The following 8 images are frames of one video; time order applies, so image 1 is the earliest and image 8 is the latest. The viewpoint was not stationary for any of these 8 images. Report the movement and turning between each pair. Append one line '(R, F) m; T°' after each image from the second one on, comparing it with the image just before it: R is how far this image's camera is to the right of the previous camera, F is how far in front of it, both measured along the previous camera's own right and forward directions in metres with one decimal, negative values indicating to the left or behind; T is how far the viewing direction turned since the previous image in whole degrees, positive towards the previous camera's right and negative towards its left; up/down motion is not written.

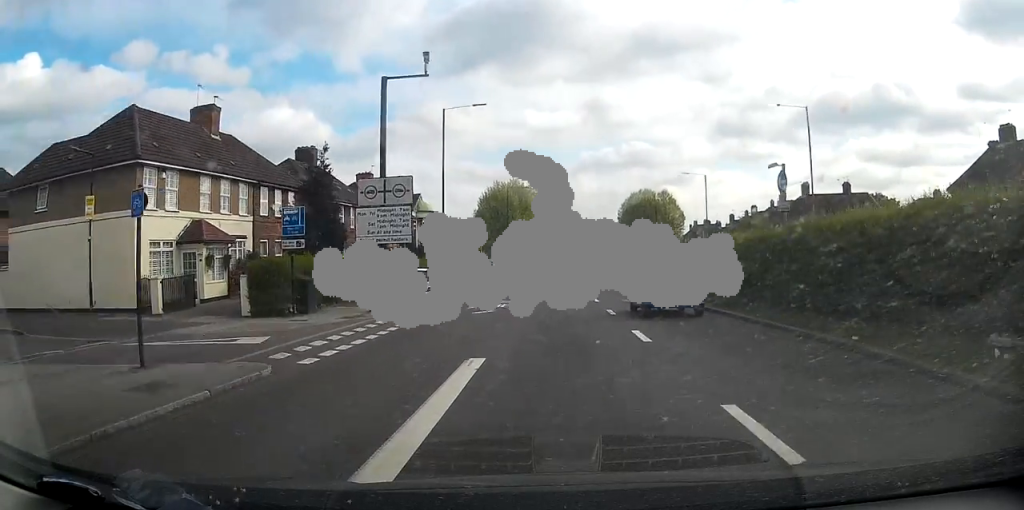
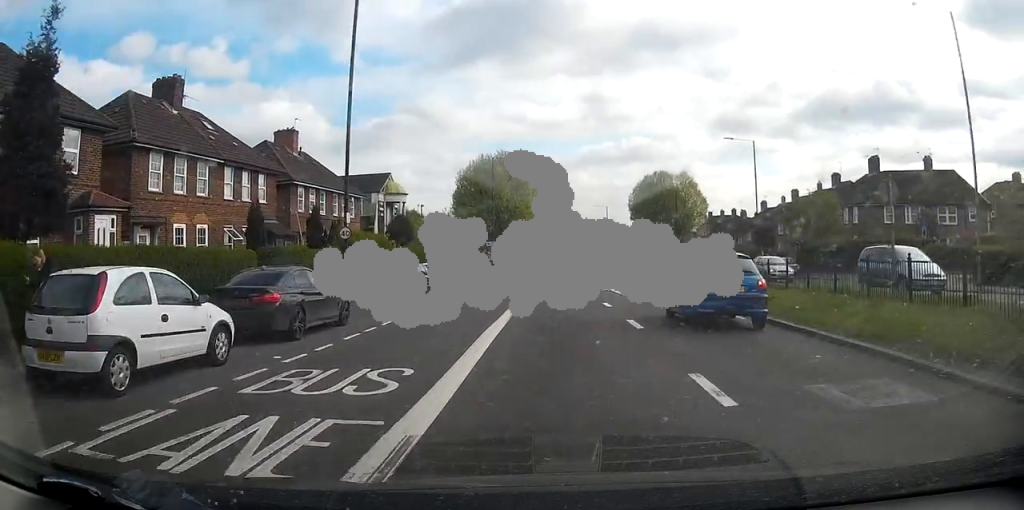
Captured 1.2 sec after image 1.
(-0.2, +18.2) m; 0°
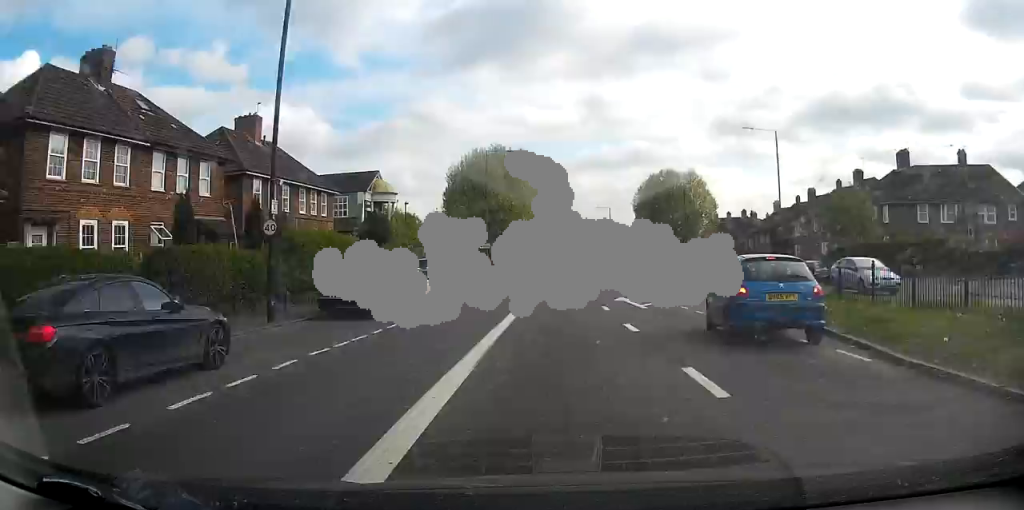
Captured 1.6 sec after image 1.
(0.0, +5.9) m; 0°
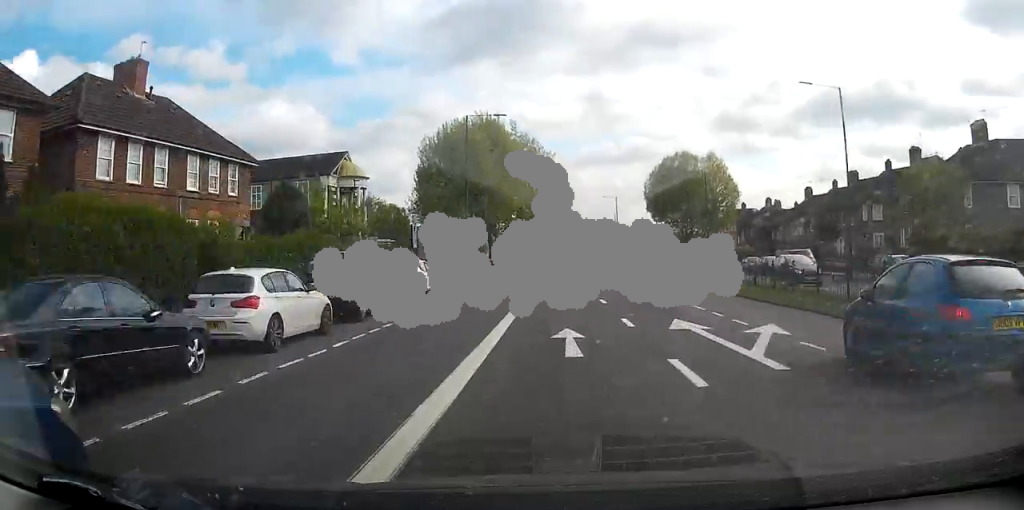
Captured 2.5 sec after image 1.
(0.0, +12.6) m; 0°
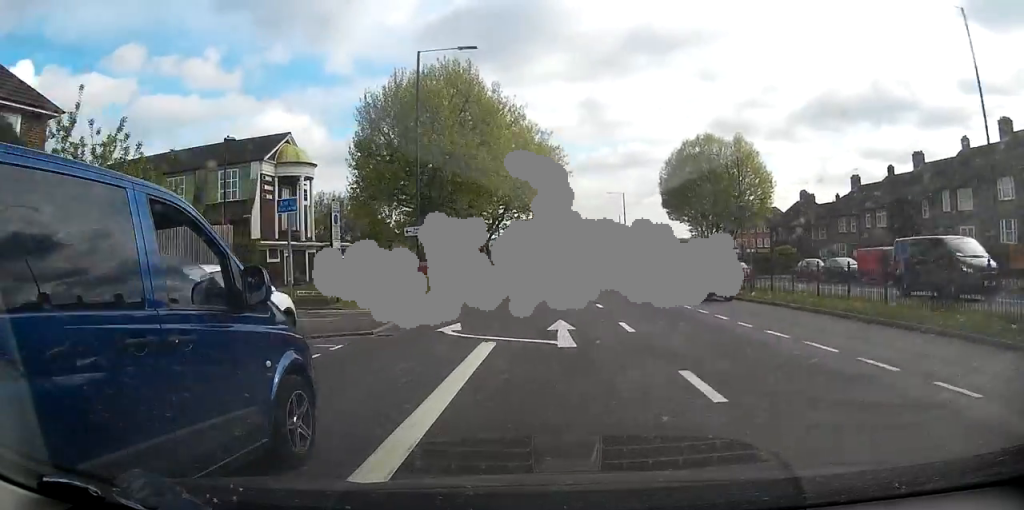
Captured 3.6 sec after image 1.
(0.0, +15.2) m; 0°
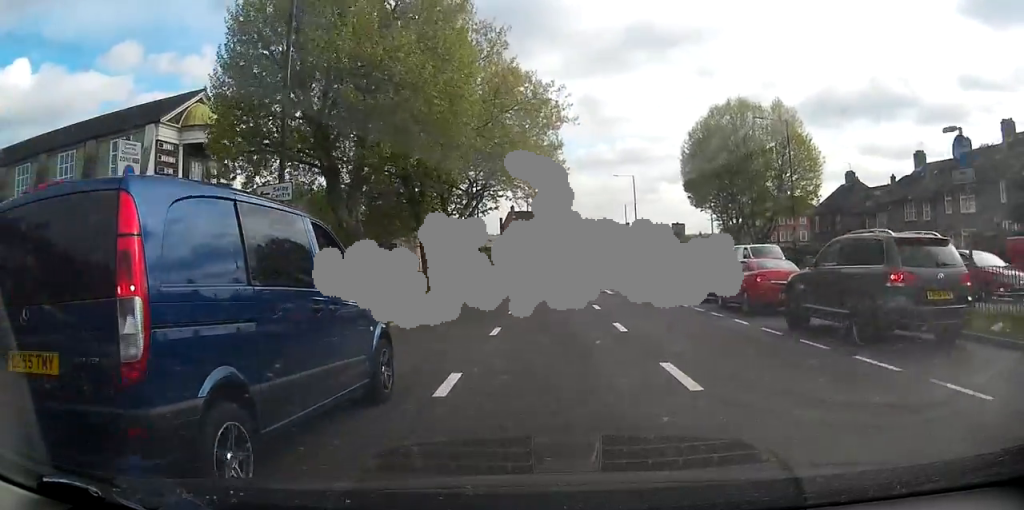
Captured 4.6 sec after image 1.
(-0.1, +14.1) m; -1°
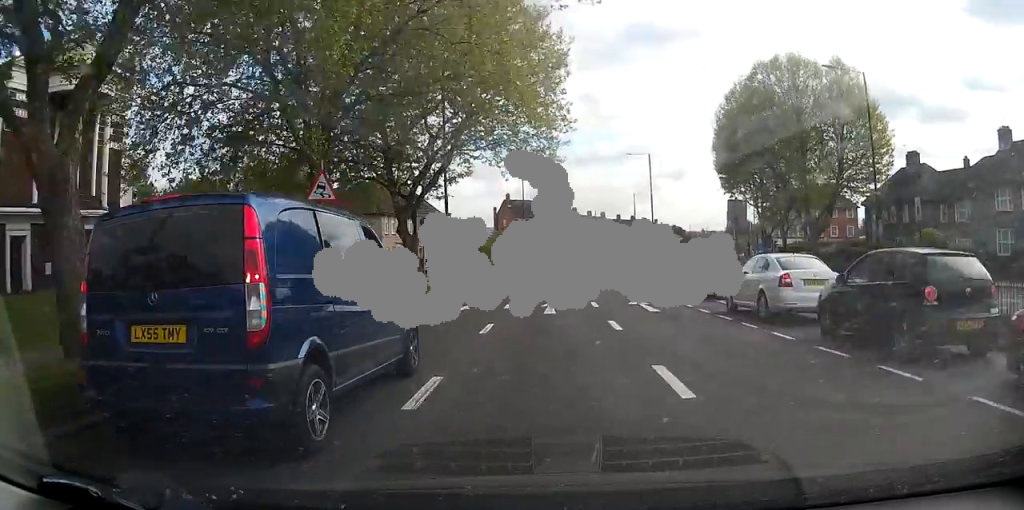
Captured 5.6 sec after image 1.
(0.0, +12.5) m; 0°
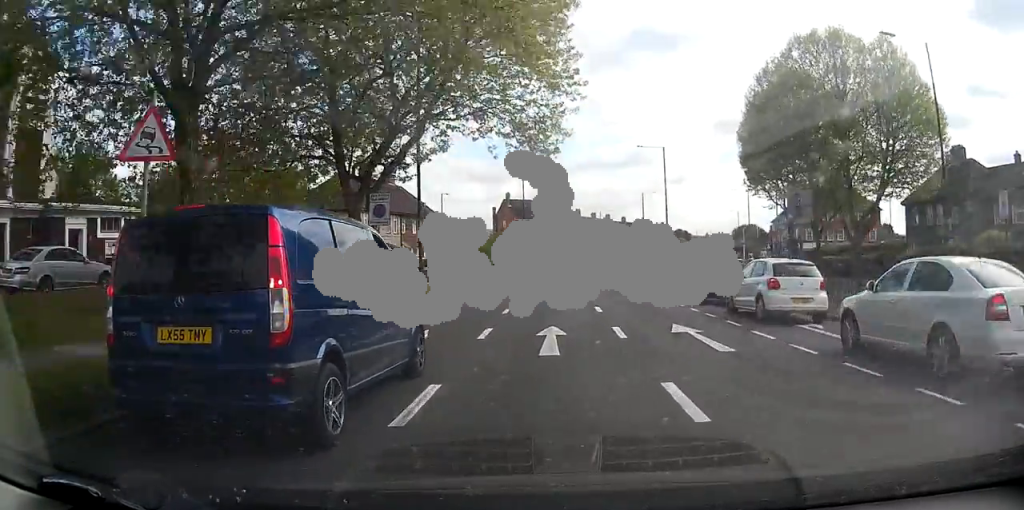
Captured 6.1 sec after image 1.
(+0.1, +6.7) m; 0°
